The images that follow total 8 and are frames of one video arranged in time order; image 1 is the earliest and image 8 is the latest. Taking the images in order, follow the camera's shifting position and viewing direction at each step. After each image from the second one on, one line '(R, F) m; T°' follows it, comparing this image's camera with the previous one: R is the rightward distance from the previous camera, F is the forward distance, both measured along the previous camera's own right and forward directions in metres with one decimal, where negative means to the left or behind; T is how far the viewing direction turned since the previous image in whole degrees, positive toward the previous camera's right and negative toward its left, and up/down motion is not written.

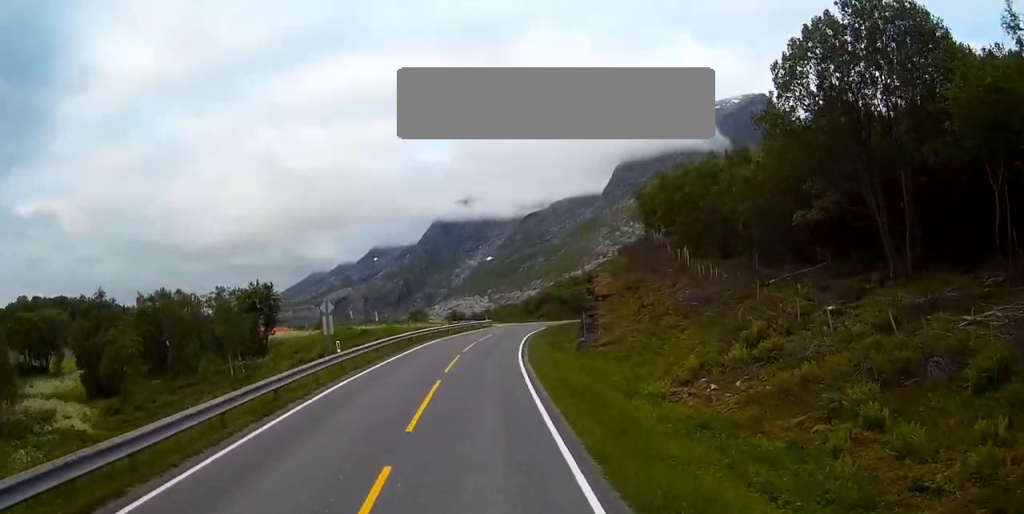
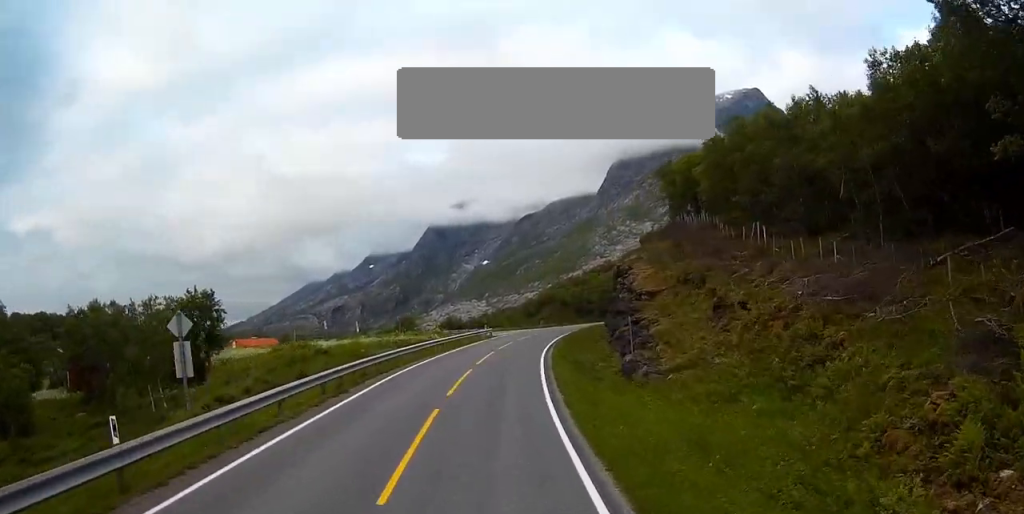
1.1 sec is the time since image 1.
(+0.3, +15.0) m; +4°
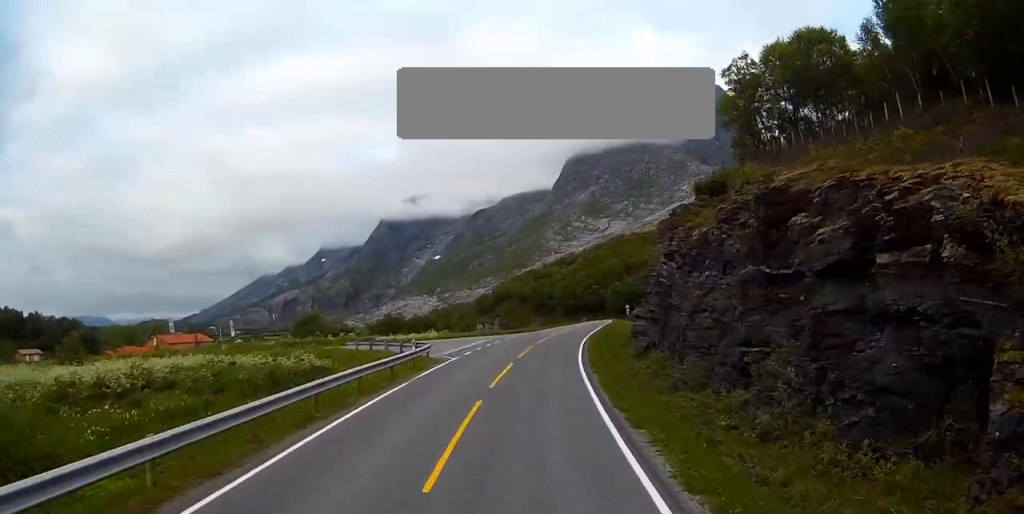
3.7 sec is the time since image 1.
(+1.5, +33.6) m; +2°
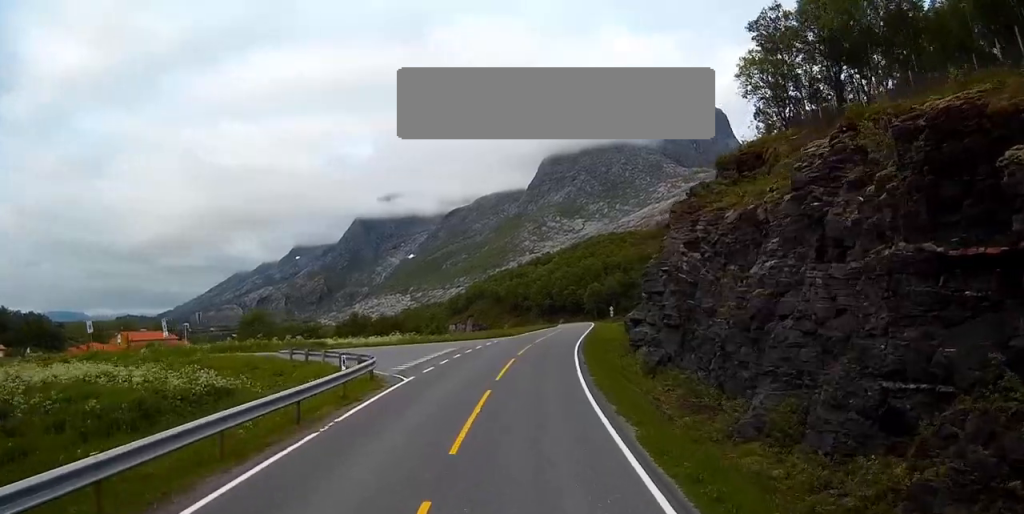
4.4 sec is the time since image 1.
(0.0, +9.3) m; 0°
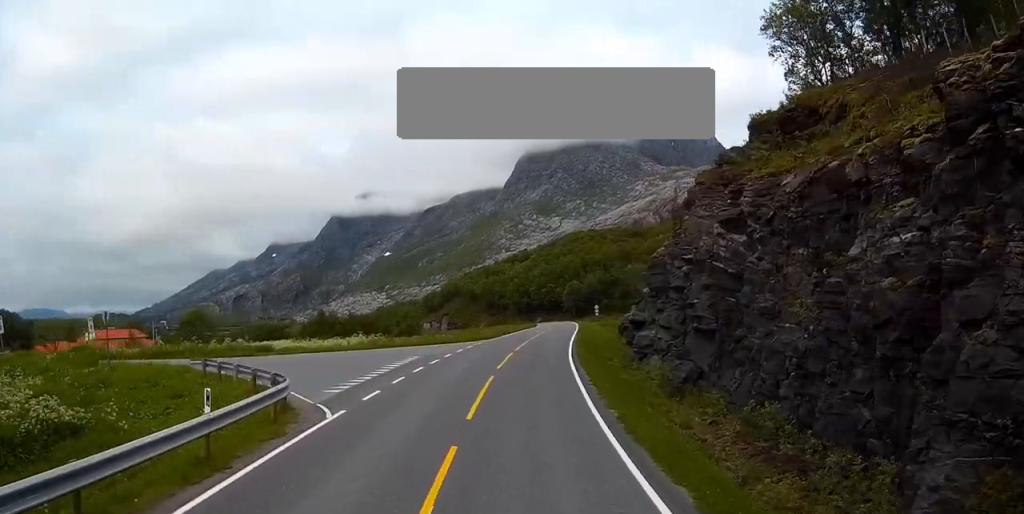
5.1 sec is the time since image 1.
(0.0, +8.1) m; 0°
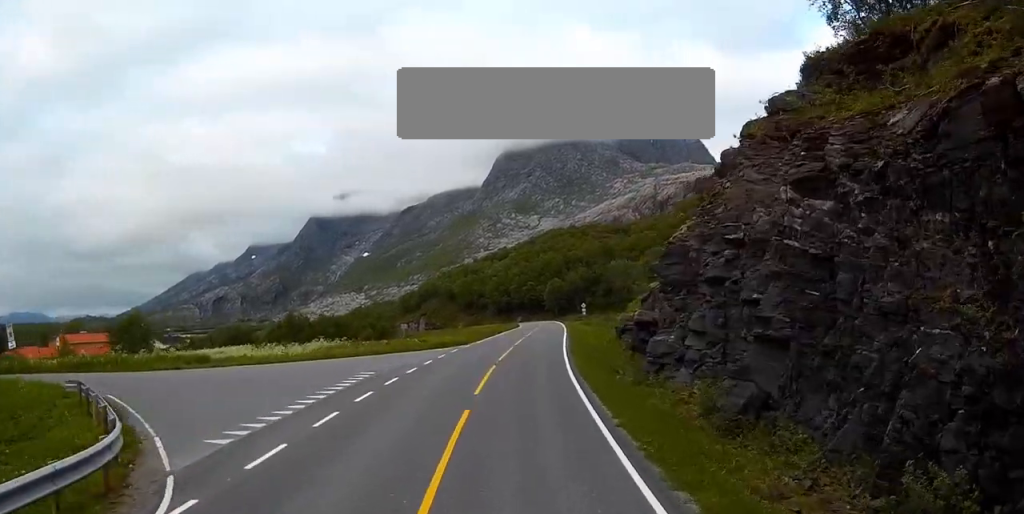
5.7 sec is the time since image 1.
(0.0, +7.9) m; 0°
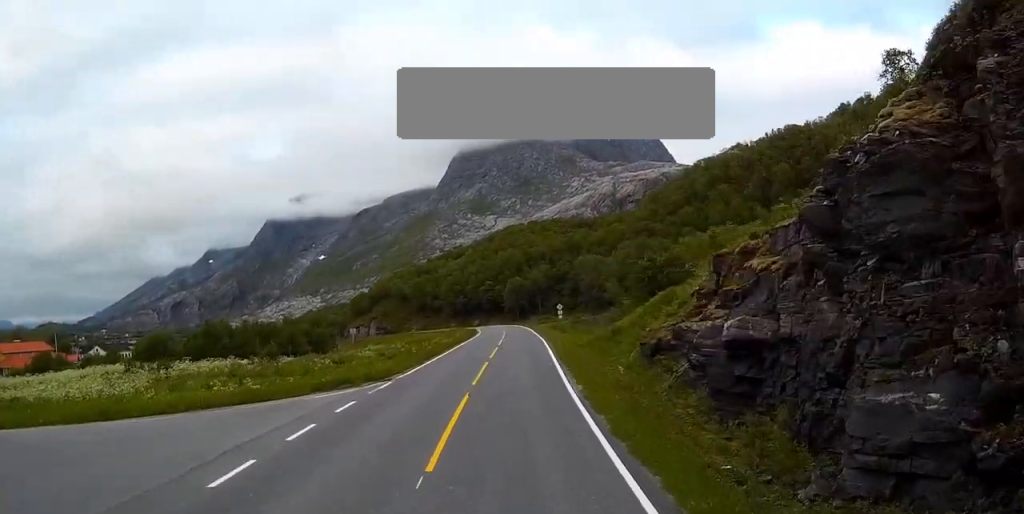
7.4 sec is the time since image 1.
(0.0, +20.1) m; 0°
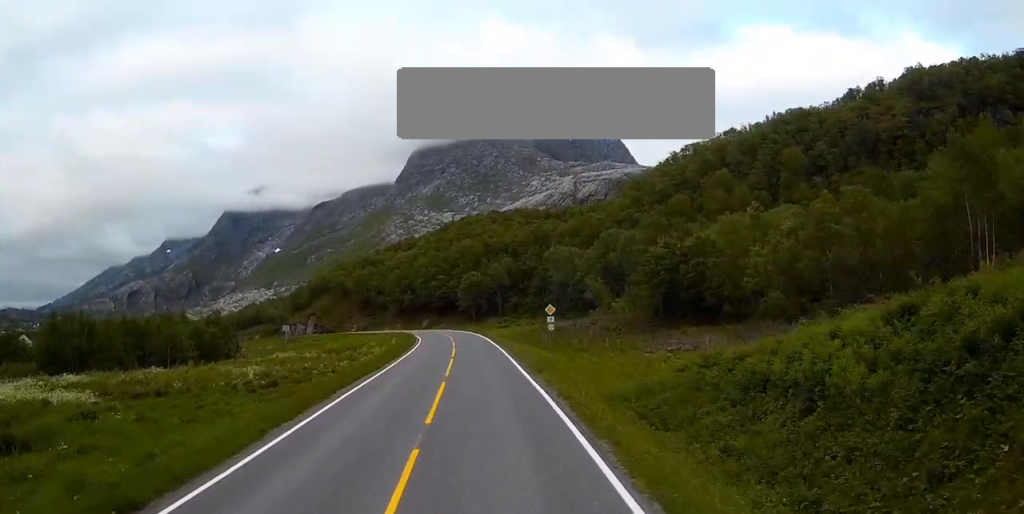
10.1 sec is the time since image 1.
(+0.8, +31.0) m; +5°
